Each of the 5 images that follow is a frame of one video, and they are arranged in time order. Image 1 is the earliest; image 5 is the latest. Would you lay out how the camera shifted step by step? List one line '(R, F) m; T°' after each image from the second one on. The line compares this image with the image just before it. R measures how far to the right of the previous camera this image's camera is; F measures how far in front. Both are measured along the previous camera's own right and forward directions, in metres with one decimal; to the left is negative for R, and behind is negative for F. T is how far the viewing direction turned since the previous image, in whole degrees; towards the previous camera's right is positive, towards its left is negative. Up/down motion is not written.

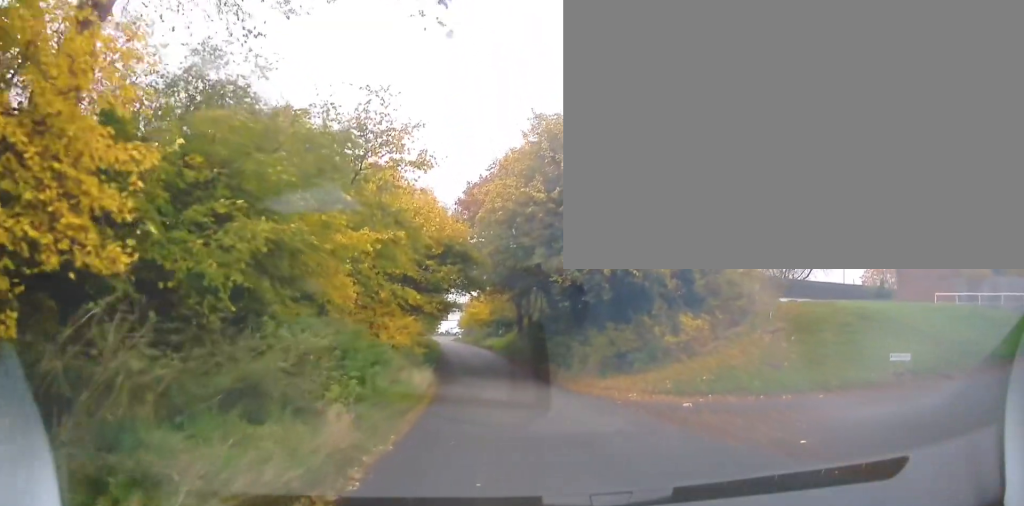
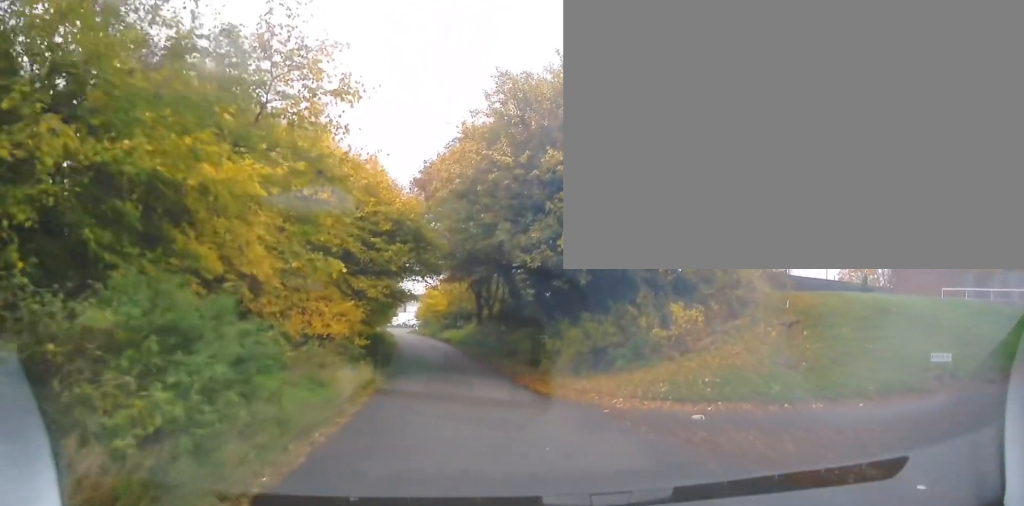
(+0.1, +4.0) m; +5°
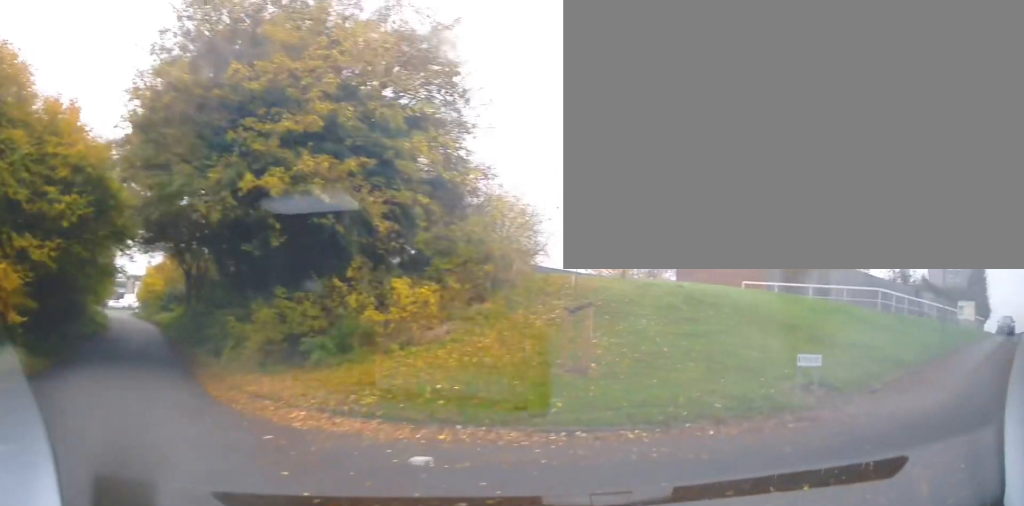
(+0.5, +5.4) m; +24°
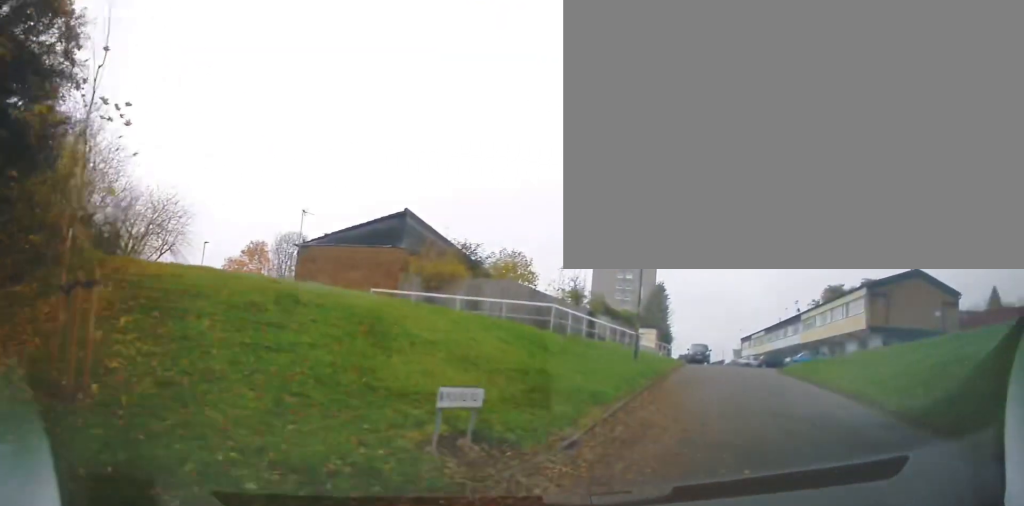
(+1.8, +4.9) m; +28°
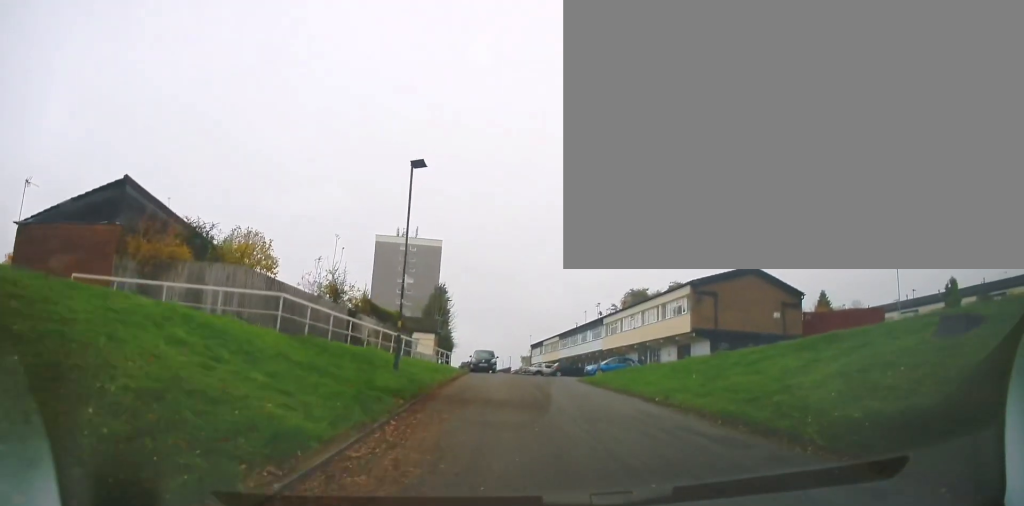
(+0.5, +6.0) m; +7°
